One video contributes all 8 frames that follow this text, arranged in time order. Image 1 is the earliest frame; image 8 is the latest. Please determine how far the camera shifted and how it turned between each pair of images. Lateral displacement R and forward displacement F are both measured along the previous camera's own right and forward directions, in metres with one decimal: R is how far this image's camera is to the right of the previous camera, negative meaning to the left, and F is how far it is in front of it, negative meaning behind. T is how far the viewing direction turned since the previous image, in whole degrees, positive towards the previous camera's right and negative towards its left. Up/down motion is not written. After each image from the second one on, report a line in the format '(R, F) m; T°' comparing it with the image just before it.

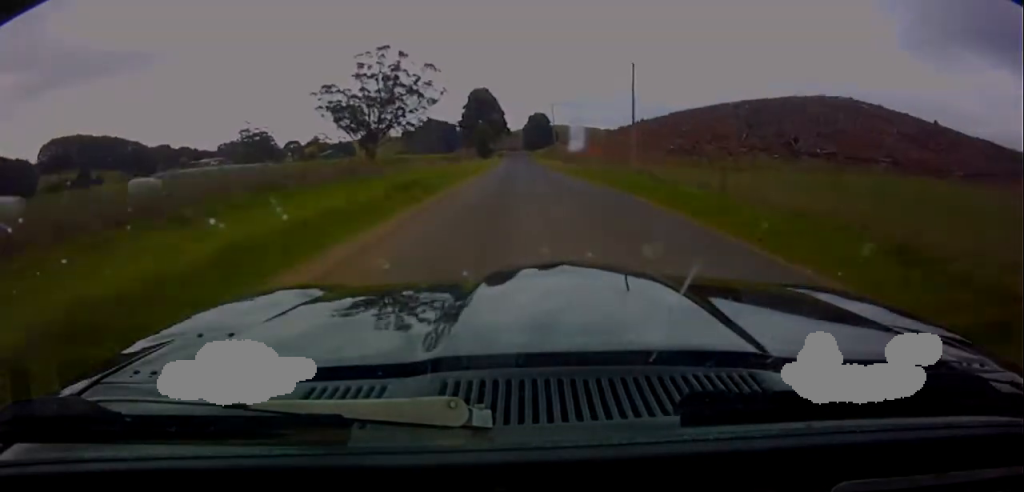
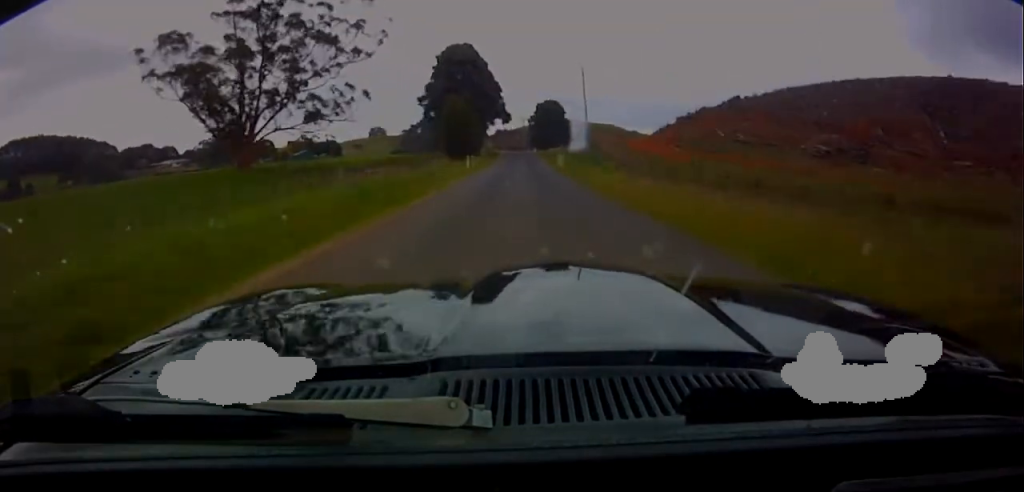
(-1.1, +59.0) m; -1°
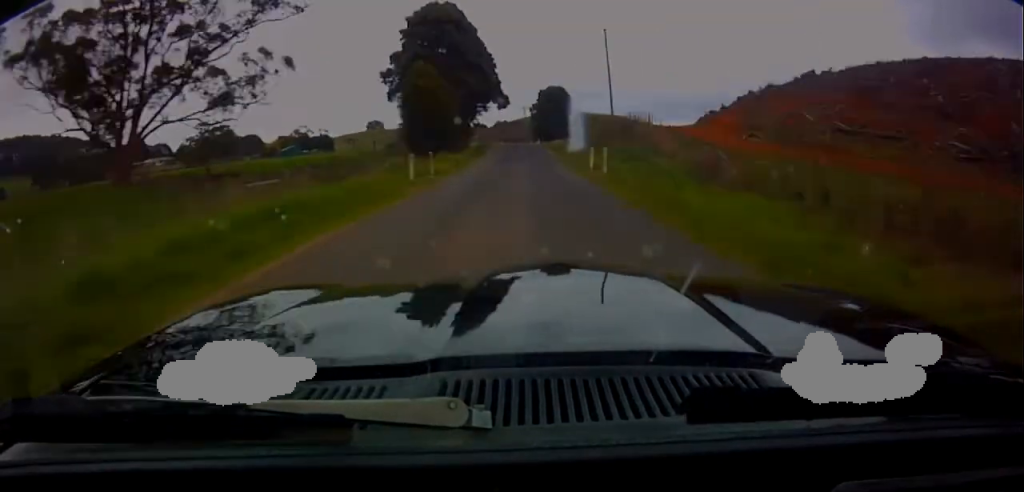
(+0.1, +20.1) m; 0°
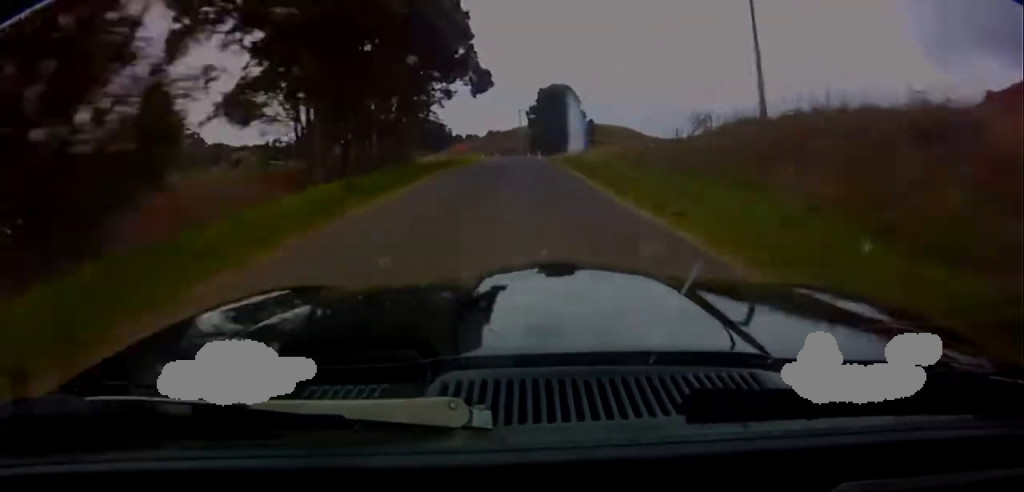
(+0.3, +34.5) m; 0°
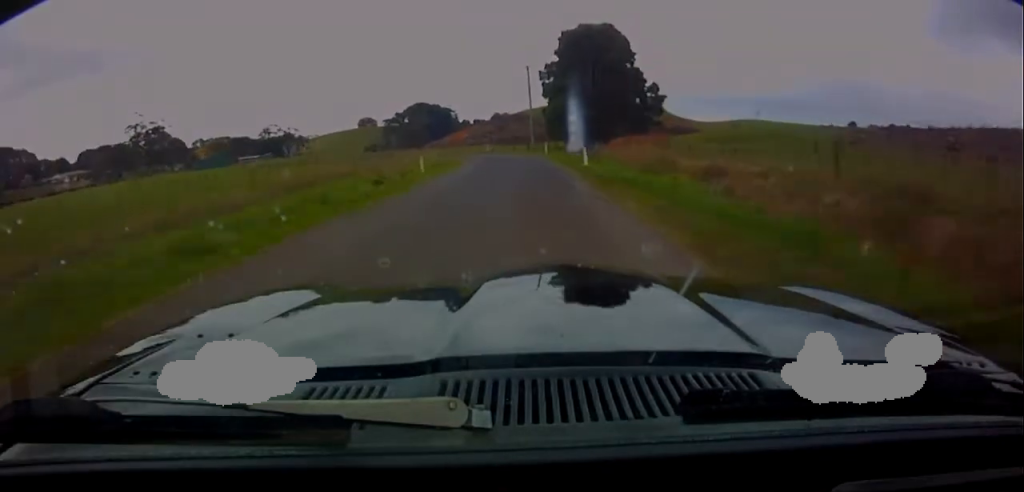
(-1.3, +53.7) m; -6°
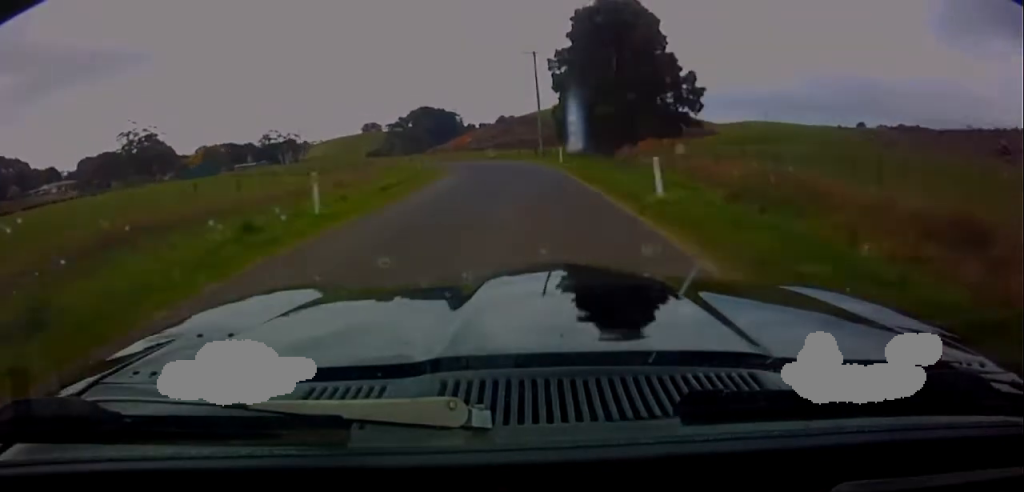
(+0.2, +14.1) m; -3°
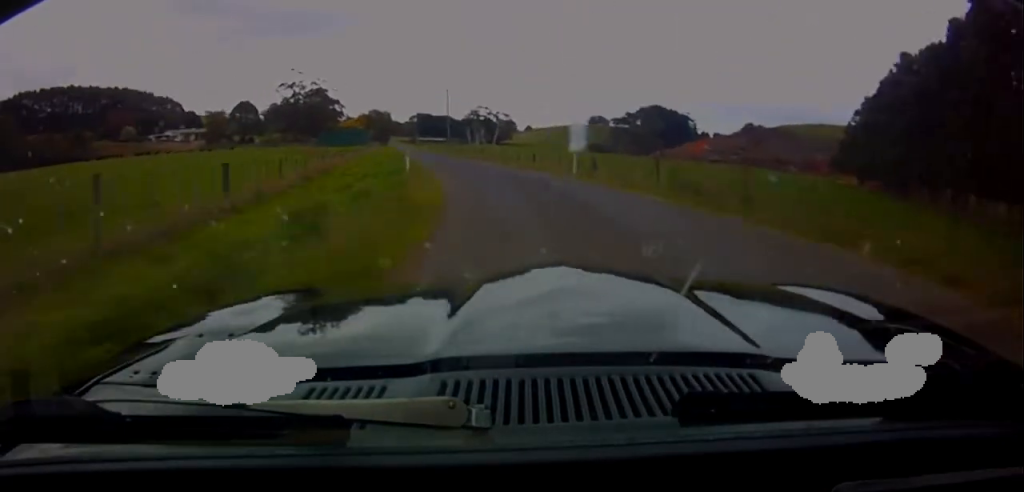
(-9.6, +55.4) m; -19°
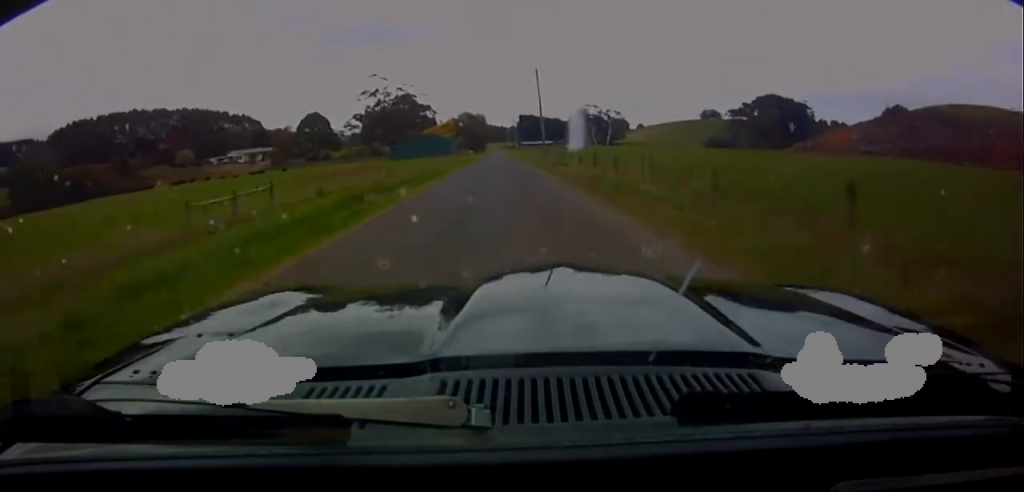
(-2.7, +32.3) m; -6°
